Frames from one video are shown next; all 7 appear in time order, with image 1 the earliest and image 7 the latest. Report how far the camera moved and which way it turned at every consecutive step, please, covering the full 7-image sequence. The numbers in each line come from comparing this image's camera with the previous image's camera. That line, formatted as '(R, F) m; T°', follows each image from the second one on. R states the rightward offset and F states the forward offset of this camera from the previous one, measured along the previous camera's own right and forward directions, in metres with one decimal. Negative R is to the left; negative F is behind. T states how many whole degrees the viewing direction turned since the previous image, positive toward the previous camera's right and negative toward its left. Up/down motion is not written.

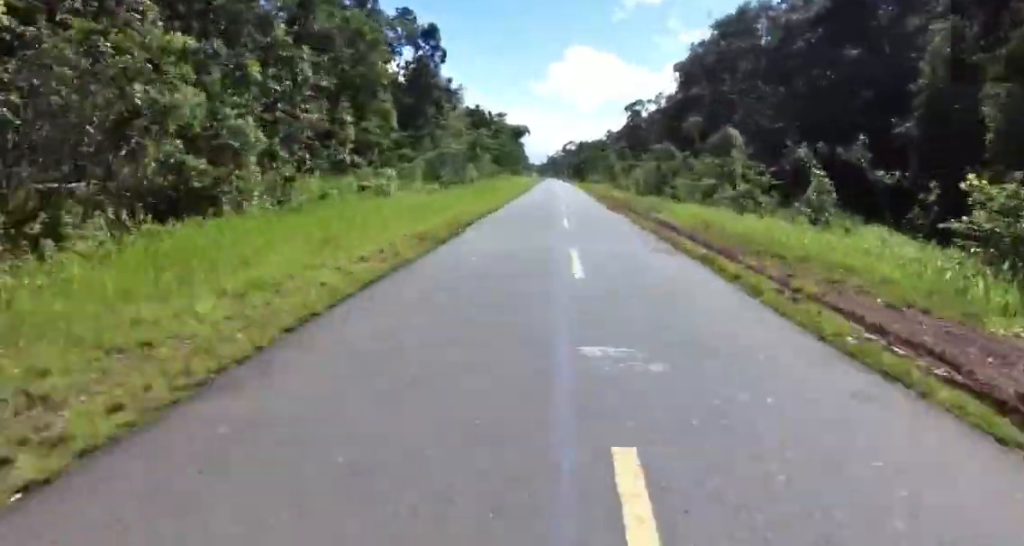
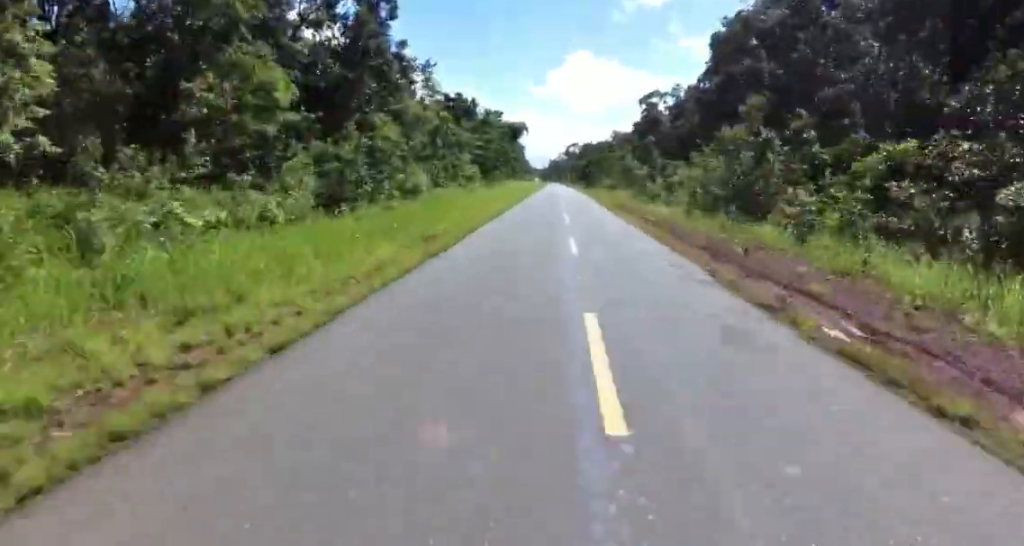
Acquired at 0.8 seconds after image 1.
(+0.8, +21.9) m; 0°
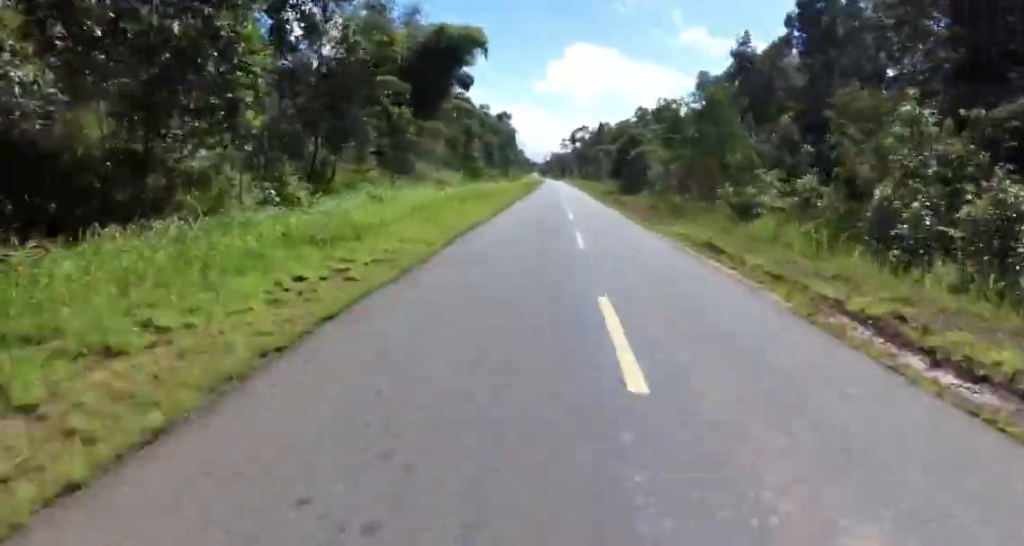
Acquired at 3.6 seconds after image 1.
(-2.8, +79.0) m; -3°
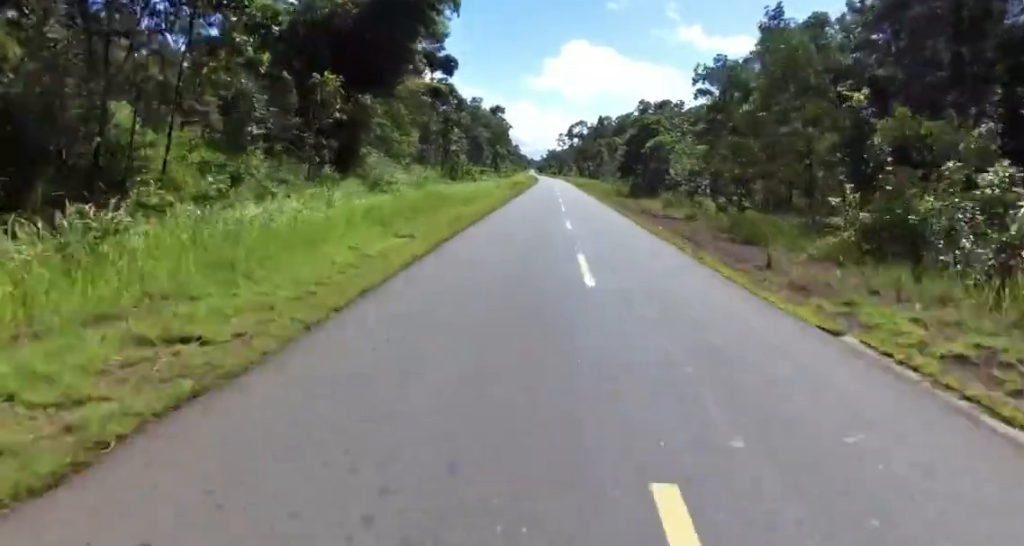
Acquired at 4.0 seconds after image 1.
(0.0, +13.0) m; 0°
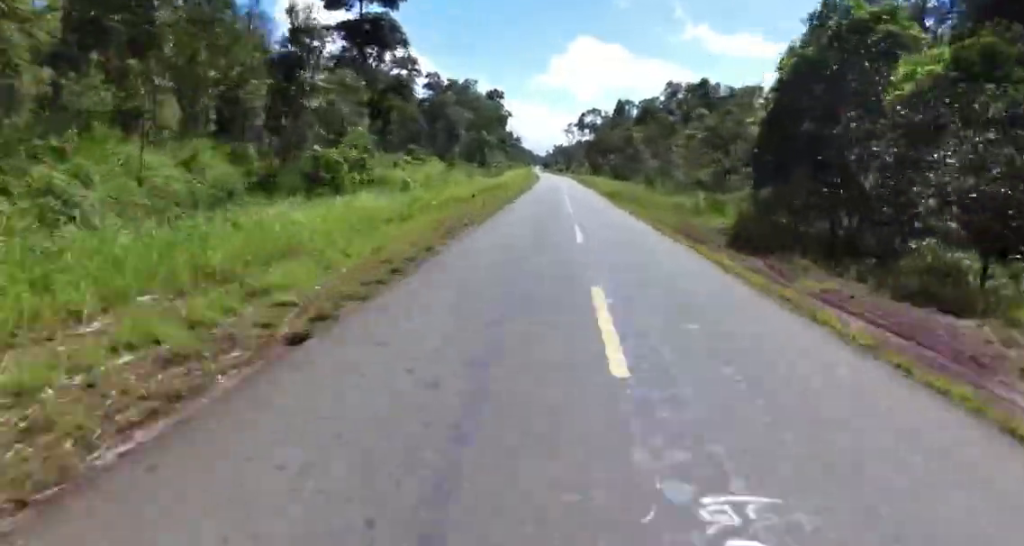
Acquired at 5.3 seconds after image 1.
(0.0, +37.3) m; 0°
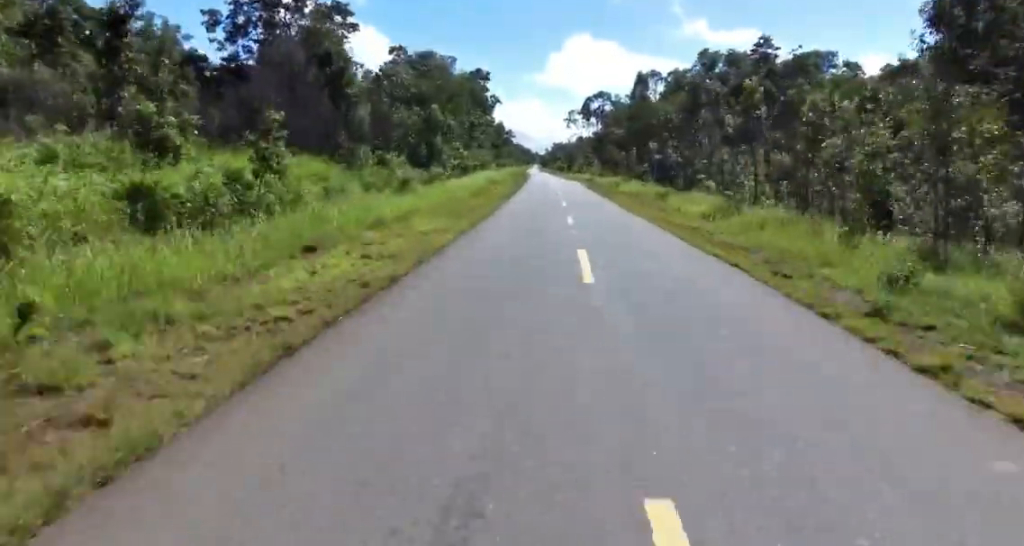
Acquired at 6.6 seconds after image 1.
(0.0, +39.4) m; 0°
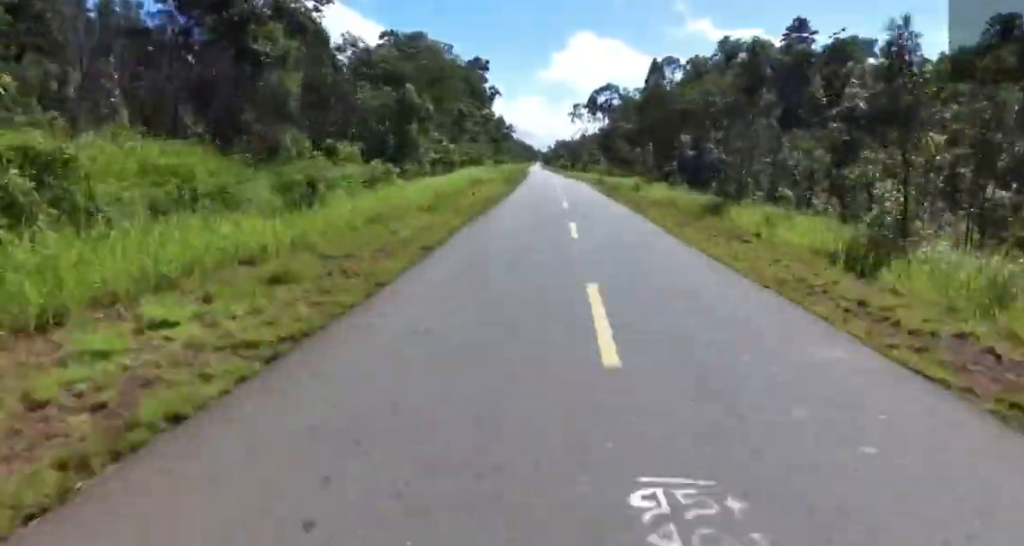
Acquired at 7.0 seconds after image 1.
(0.0, +12.1) m; 0°
